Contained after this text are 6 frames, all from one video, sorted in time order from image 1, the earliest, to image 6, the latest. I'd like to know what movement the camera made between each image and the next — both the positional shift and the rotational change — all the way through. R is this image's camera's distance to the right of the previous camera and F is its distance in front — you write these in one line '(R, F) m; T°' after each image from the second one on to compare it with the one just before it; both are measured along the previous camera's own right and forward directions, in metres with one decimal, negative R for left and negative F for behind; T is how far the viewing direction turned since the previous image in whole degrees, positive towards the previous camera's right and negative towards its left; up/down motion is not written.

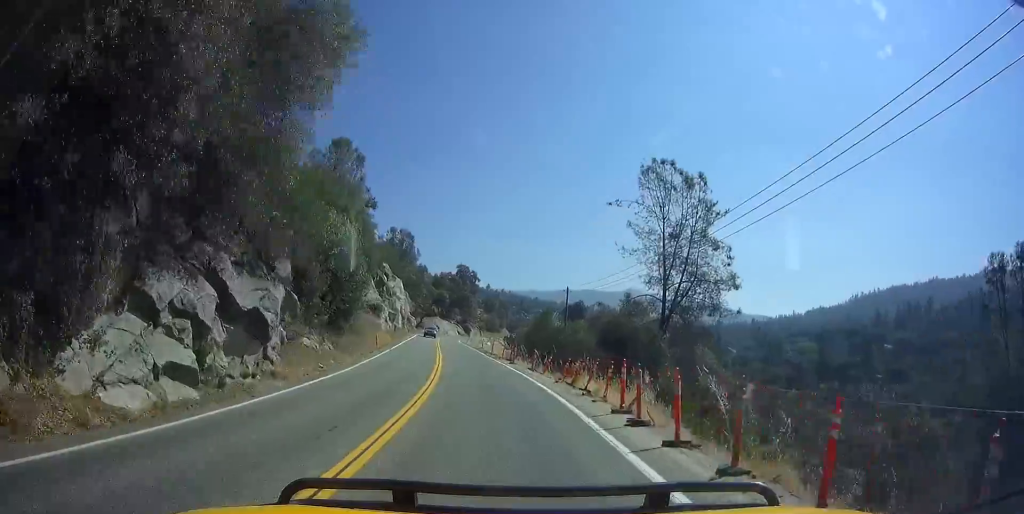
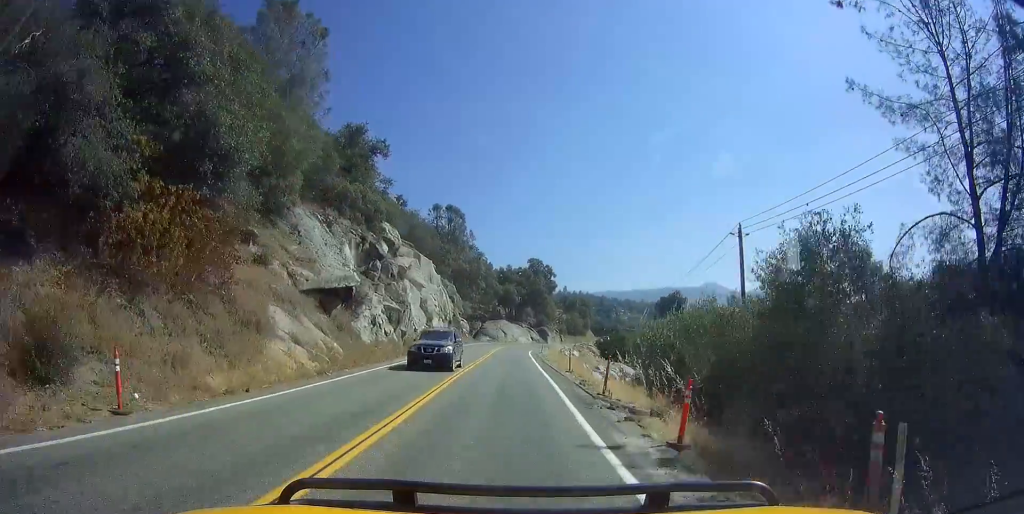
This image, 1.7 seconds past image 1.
(-0.9, +32.8) m; -2°
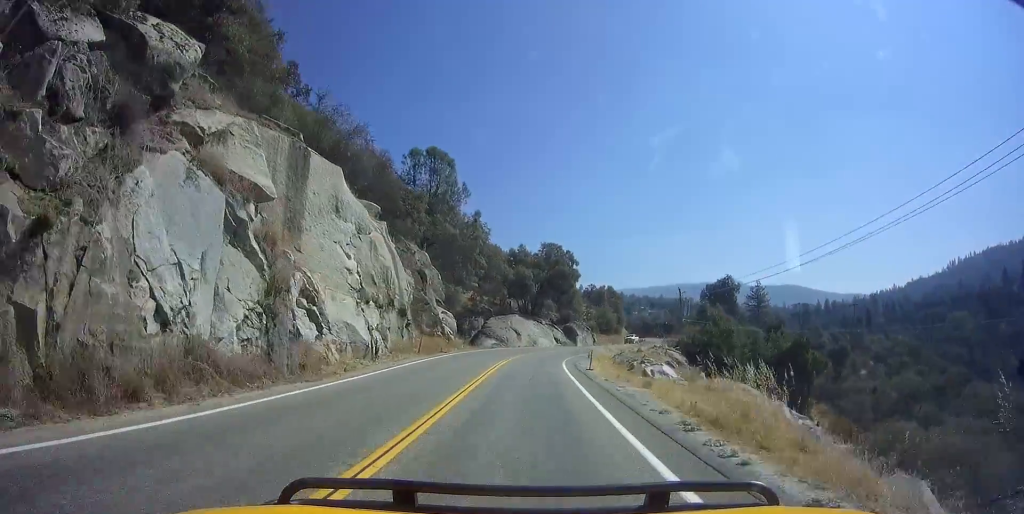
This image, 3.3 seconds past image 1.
(+0.7, +31.1) m; +4°
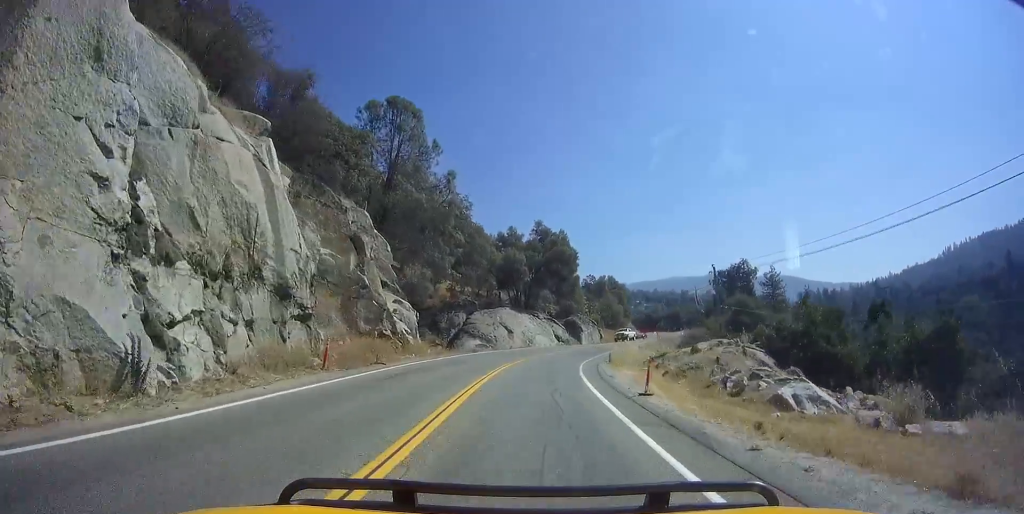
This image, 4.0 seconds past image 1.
(+0.3, +14.4) m; +5°
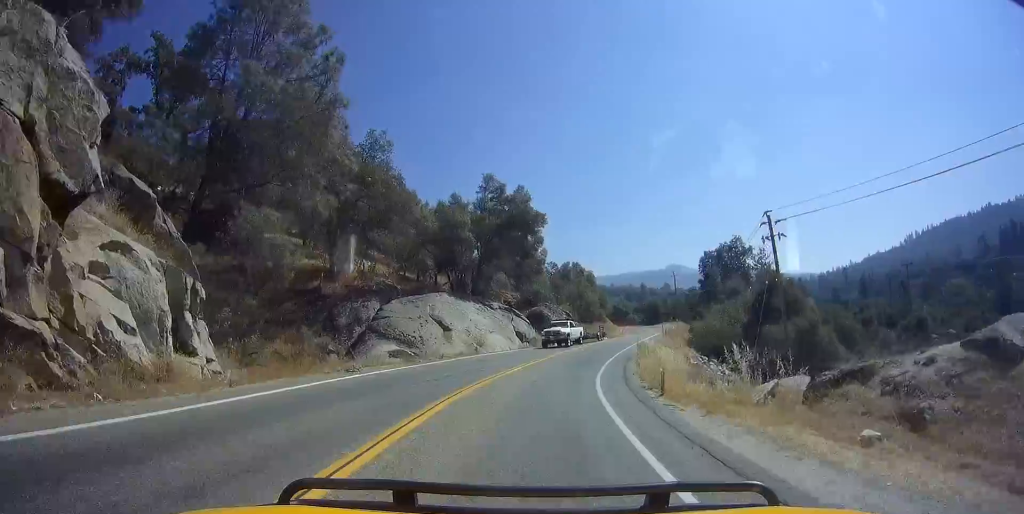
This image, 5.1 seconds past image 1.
(+1.5, +20.0) m; +9°
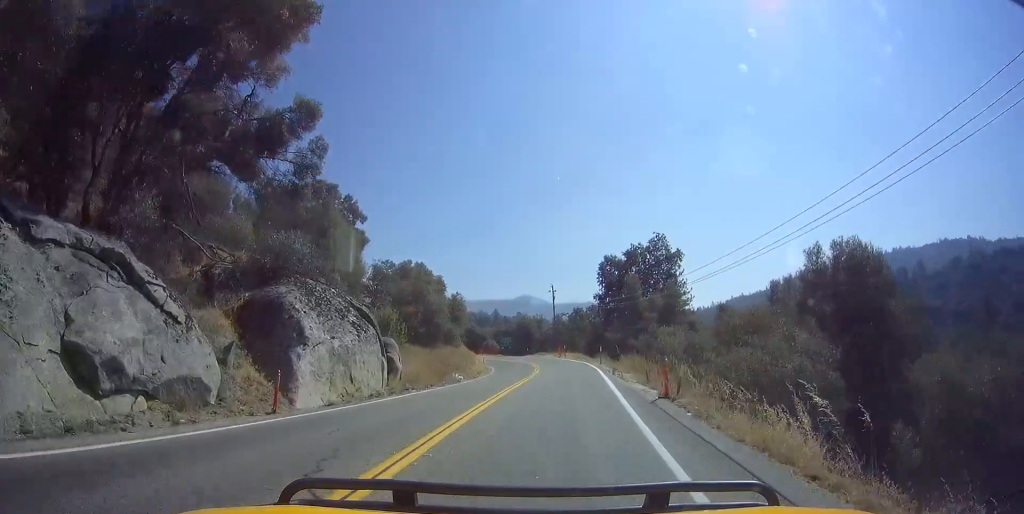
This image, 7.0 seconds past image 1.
(+3.1, +34.9) m; +5°
